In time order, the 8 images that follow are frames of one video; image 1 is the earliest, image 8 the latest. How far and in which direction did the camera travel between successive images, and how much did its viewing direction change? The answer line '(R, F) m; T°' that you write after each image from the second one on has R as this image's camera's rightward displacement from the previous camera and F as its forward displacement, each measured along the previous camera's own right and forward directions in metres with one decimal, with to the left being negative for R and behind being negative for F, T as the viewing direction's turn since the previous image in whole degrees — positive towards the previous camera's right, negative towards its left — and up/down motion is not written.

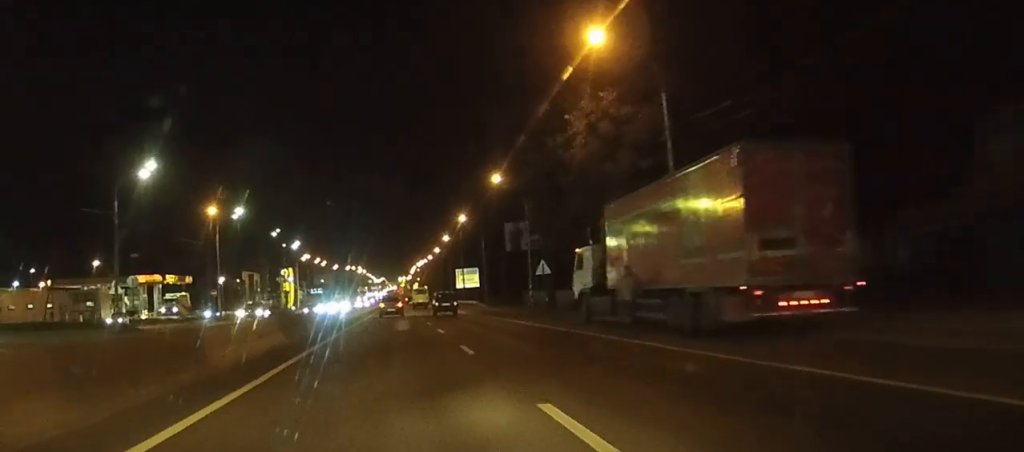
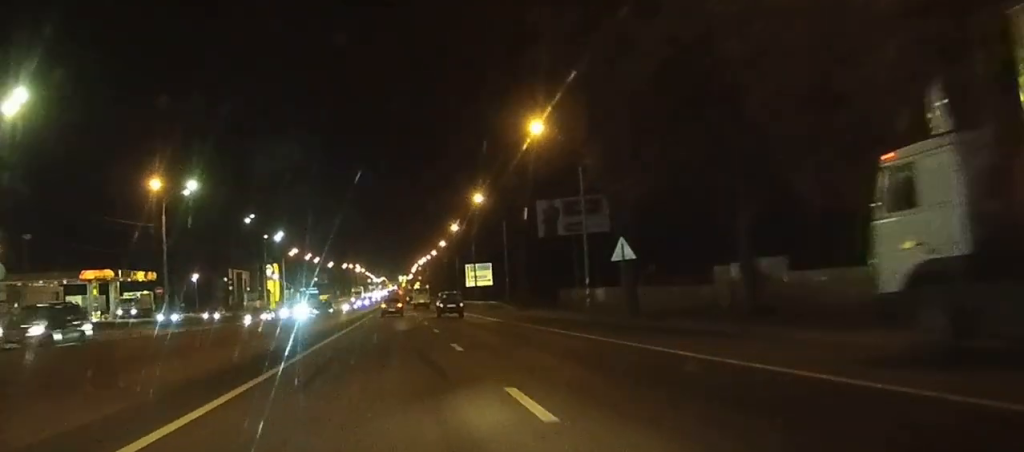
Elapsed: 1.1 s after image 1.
(0.0, +22.1) m; 0°
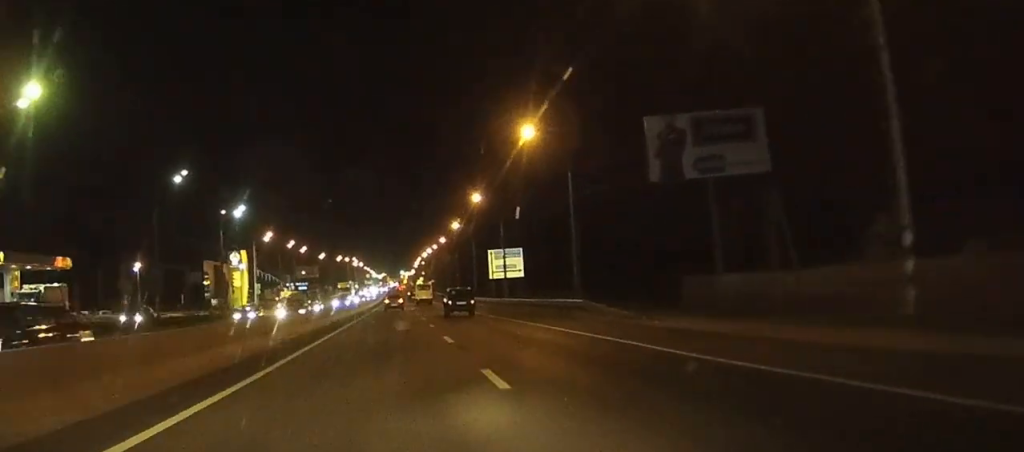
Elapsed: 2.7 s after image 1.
(0.0, +33.3) m; 0°
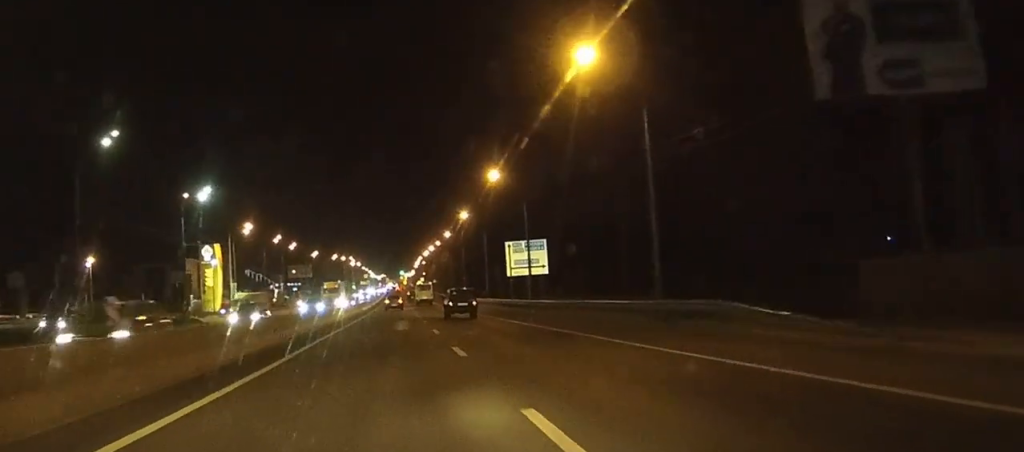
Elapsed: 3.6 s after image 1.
(0.0, +17.5) m; 0°
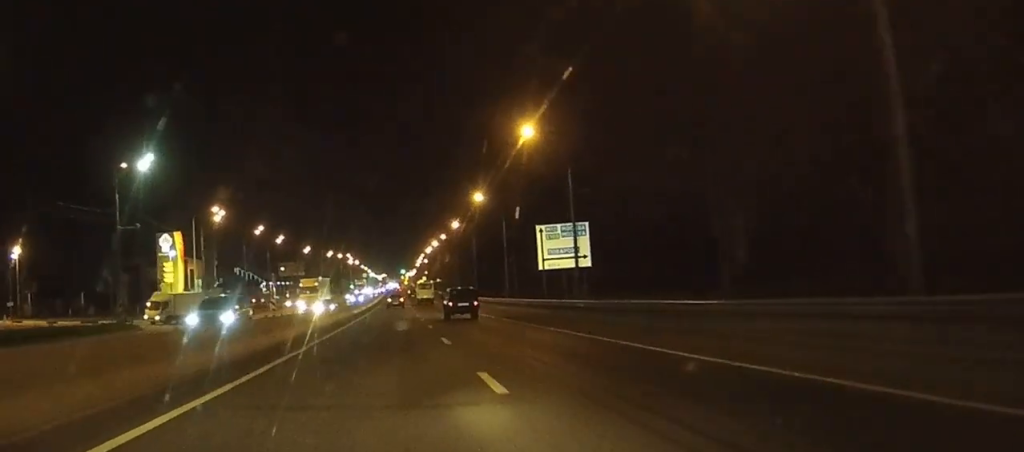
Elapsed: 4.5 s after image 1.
(+0.1, +19.4) m; 0°
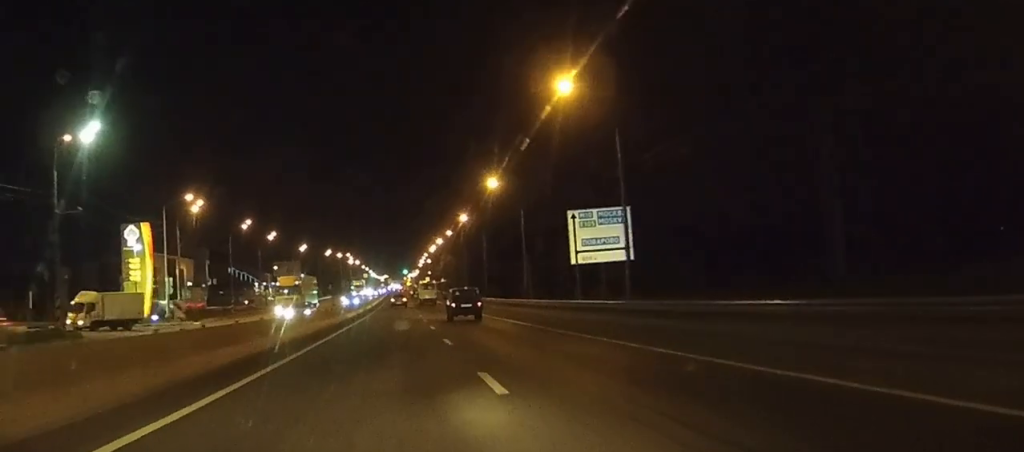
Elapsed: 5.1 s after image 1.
(0.0, +12.0) m; 0°
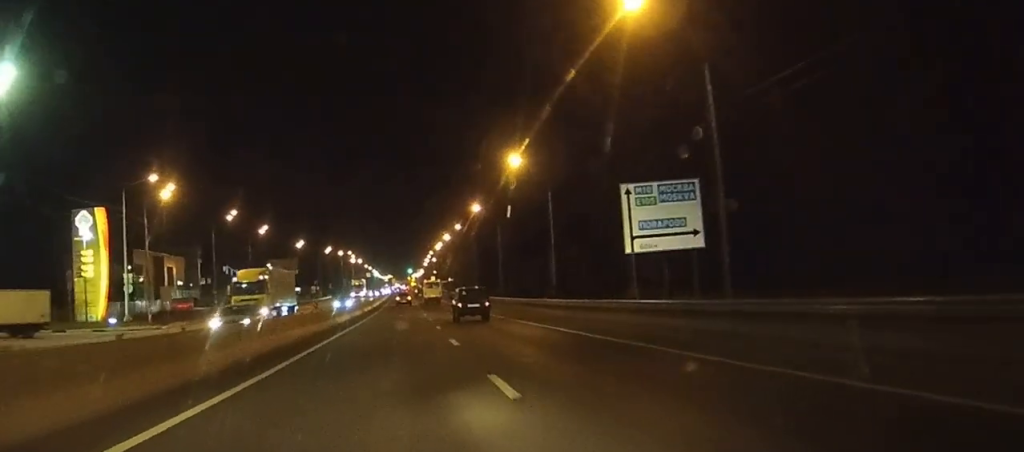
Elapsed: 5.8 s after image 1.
(0.0, +12.7) m; 0°
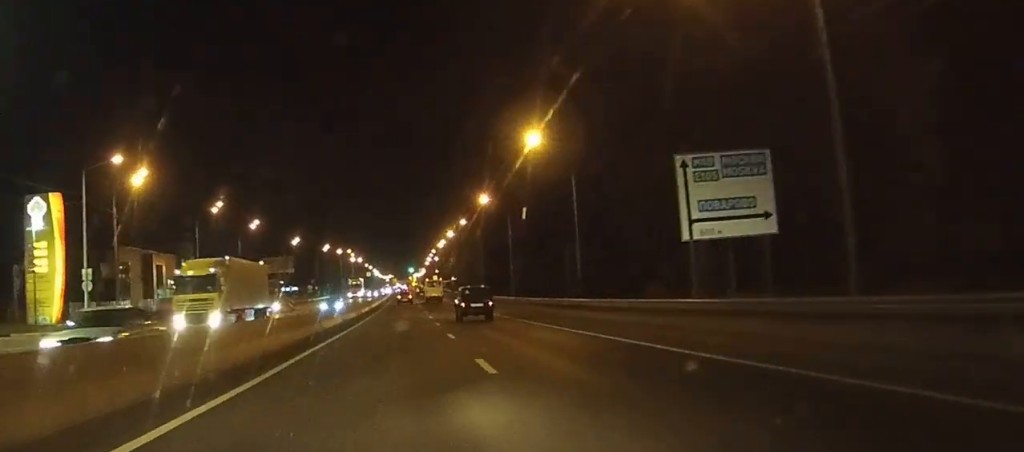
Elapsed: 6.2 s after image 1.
(0.0, +8.7) m; 0°
